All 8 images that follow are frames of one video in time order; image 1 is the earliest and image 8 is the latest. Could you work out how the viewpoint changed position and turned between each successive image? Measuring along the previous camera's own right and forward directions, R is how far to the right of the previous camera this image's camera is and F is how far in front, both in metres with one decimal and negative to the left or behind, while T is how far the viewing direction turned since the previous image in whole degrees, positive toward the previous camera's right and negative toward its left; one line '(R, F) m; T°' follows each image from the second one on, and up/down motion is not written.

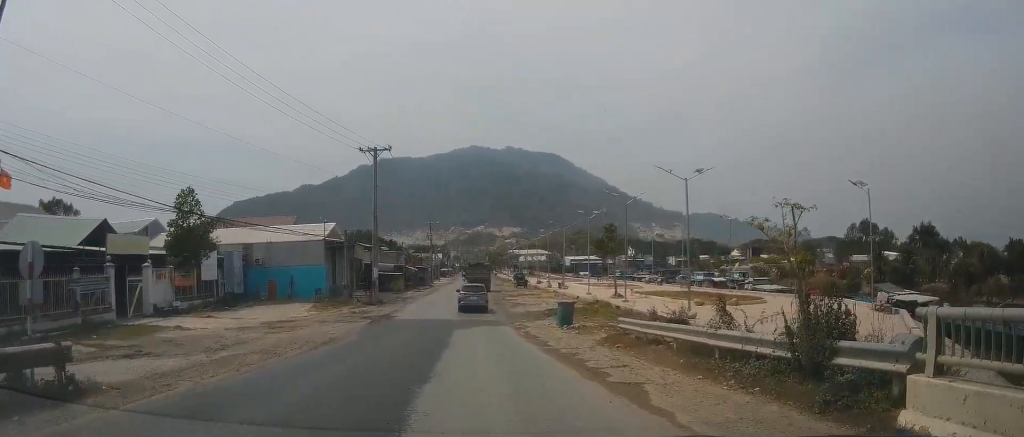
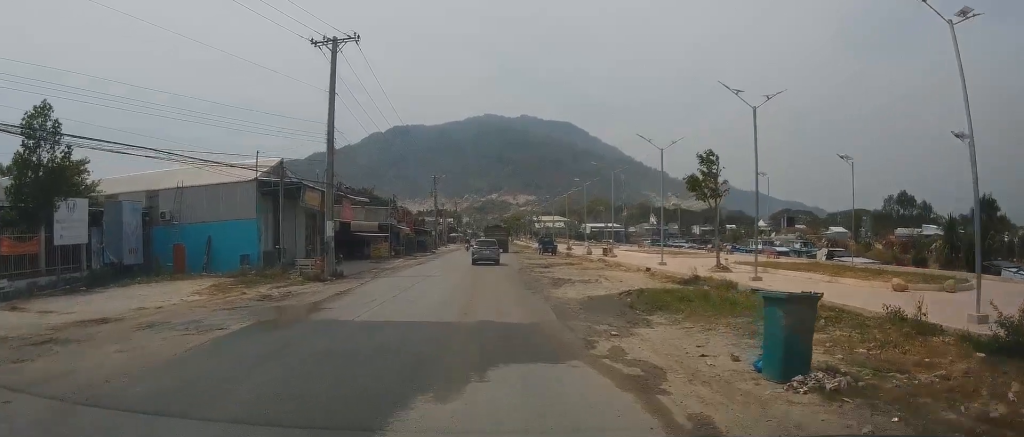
(+0.7, +18.8) m; -1°
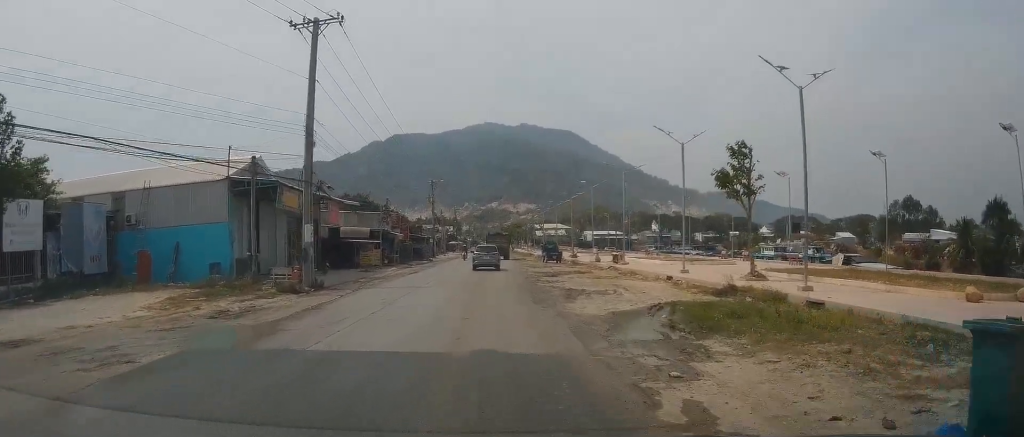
(-0.1, +3.7) m; -1°
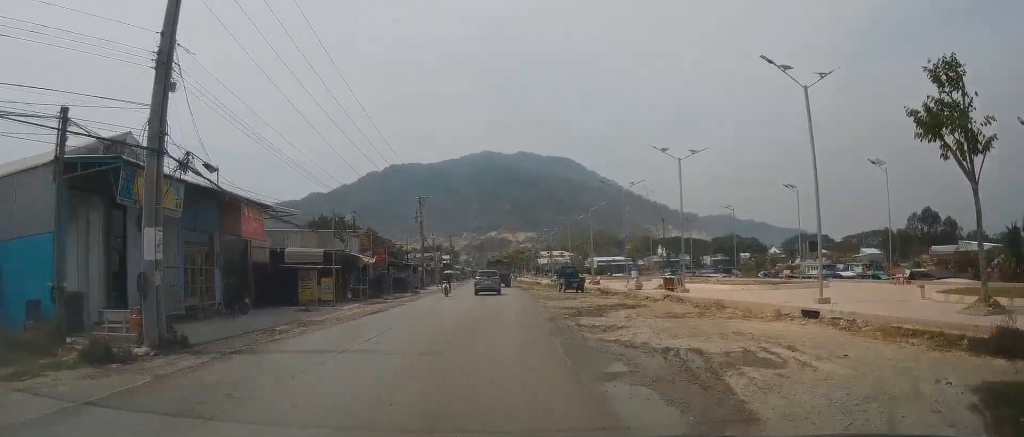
(-0.2, +12.5) m; 0°
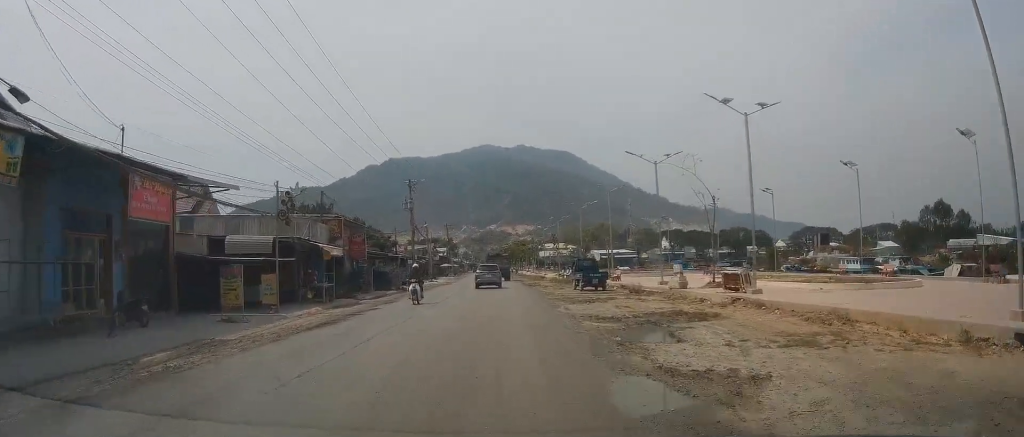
(+0.1, +8.1) m; 0°
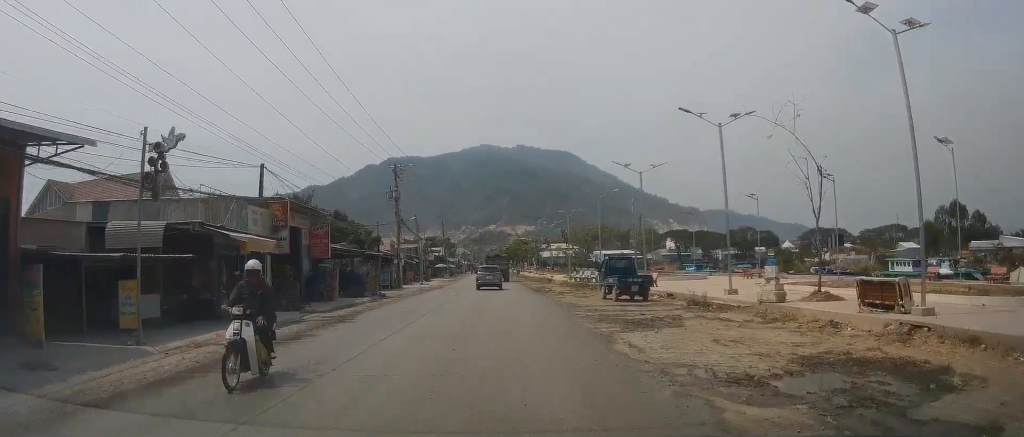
(-0.1, +9.6) m; 0°
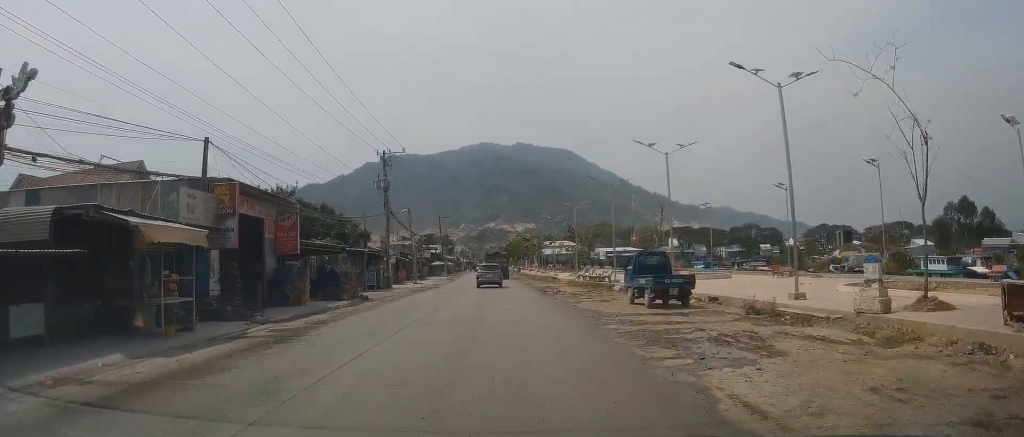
(+0.1, +5.1) m; +1°
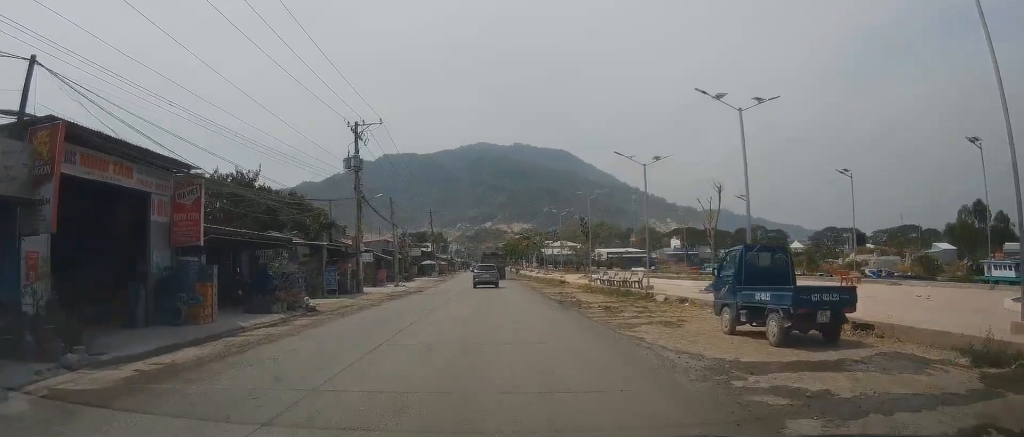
(+0.1, +9.5) m; 0°
